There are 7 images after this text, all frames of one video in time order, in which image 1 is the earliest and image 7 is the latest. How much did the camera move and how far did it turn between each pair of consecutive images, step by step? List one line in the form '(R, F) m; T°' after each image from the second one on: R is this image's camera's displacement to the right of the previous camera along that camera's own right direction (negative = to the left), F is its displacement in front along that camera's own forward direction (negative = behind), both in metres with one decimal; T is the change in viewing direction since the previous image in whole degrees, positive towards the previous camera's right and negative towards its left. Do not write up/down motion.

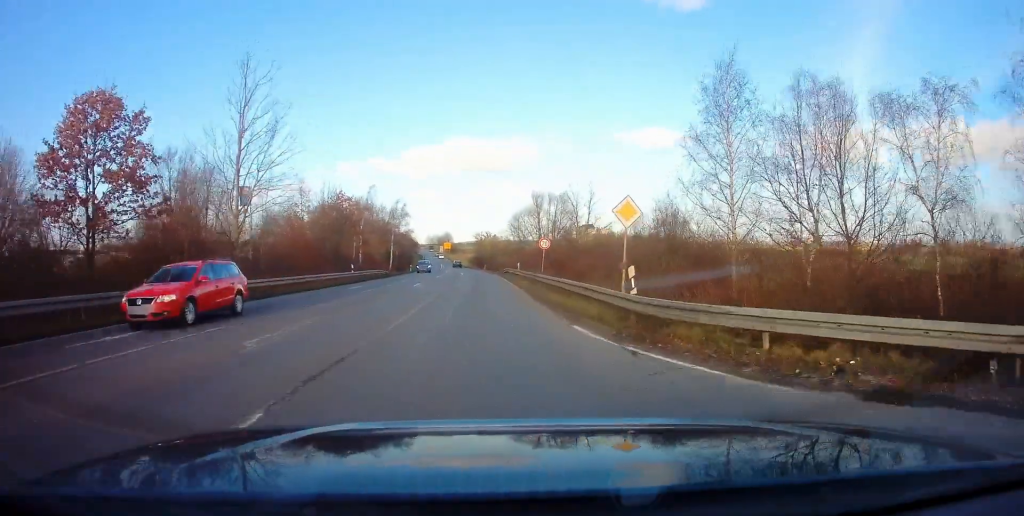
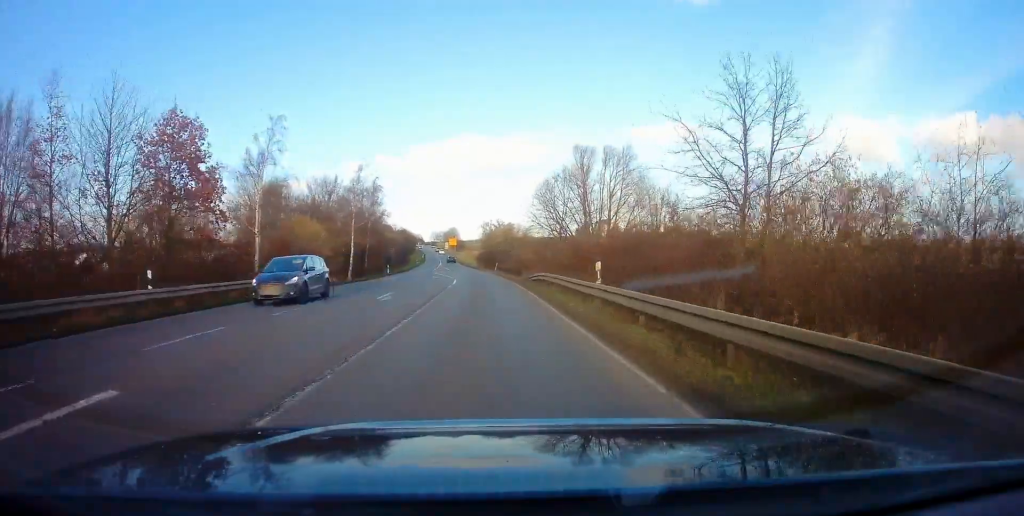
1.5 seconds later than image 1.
(-0.3, +29.1) m; 0°
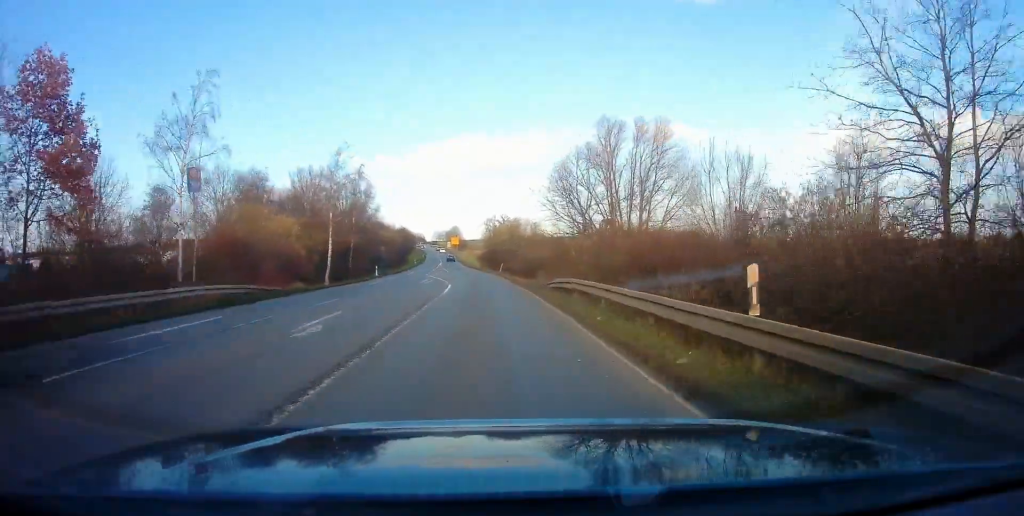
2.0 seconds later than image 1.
(+0.2, +8.6) m; 0°
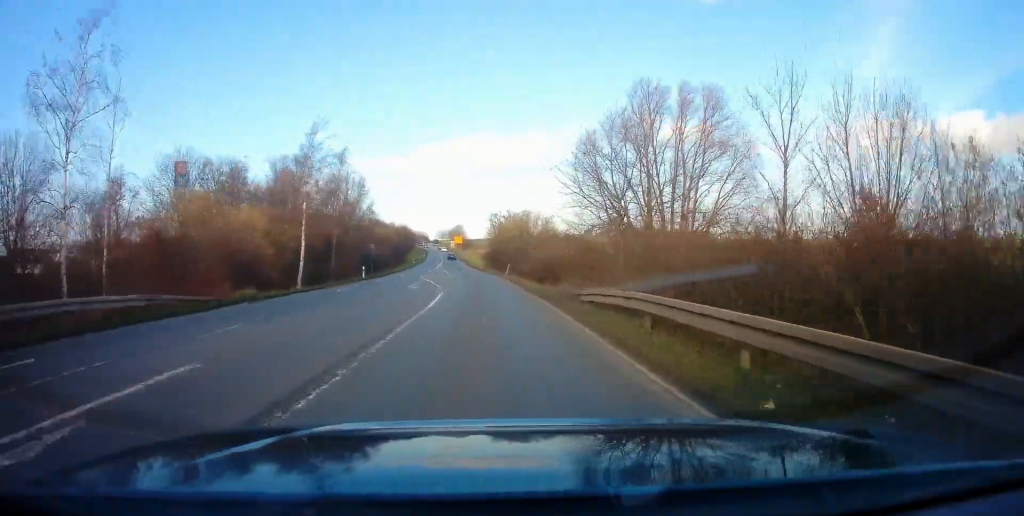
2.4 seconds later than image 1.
(-0.1, +7.7) m; -1°
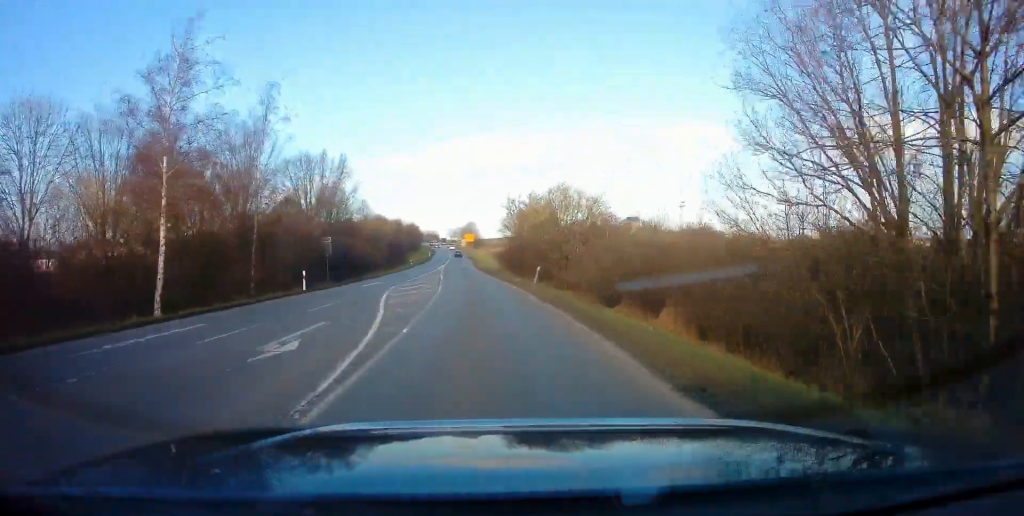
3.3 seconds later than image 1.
(-0.3, +18.6) m; -2°
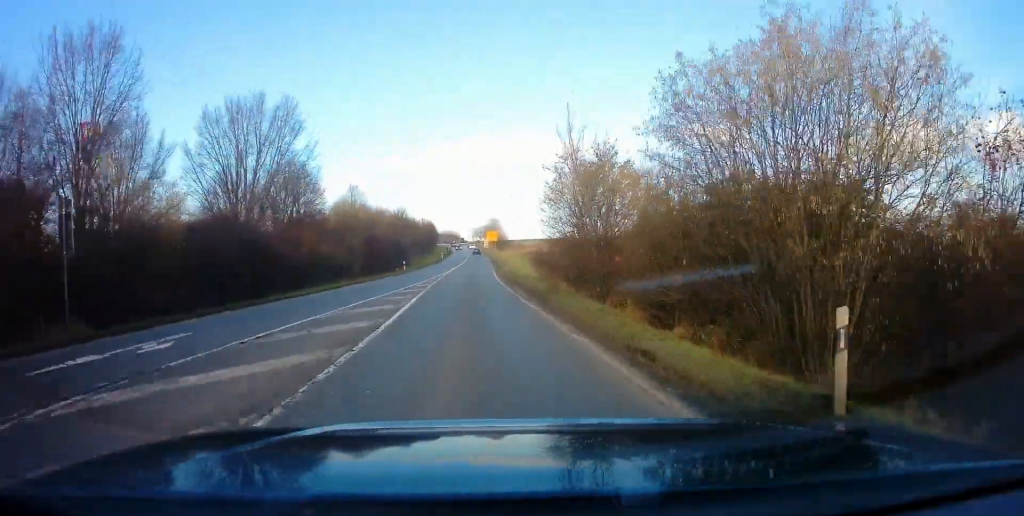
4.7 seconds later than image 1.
(-0.6, +25.3) m; -3°
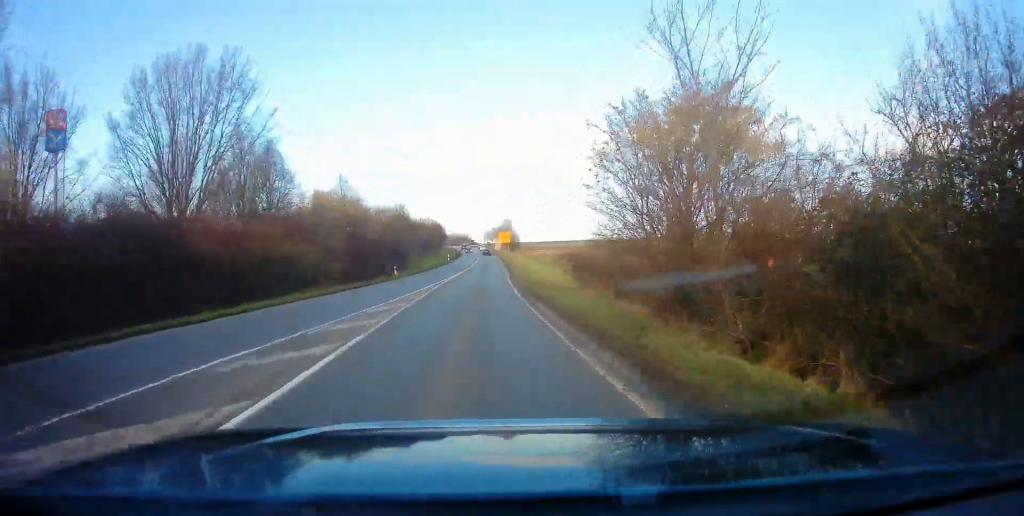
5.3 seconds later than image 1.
(-0.1, +11.5) m; -1°
